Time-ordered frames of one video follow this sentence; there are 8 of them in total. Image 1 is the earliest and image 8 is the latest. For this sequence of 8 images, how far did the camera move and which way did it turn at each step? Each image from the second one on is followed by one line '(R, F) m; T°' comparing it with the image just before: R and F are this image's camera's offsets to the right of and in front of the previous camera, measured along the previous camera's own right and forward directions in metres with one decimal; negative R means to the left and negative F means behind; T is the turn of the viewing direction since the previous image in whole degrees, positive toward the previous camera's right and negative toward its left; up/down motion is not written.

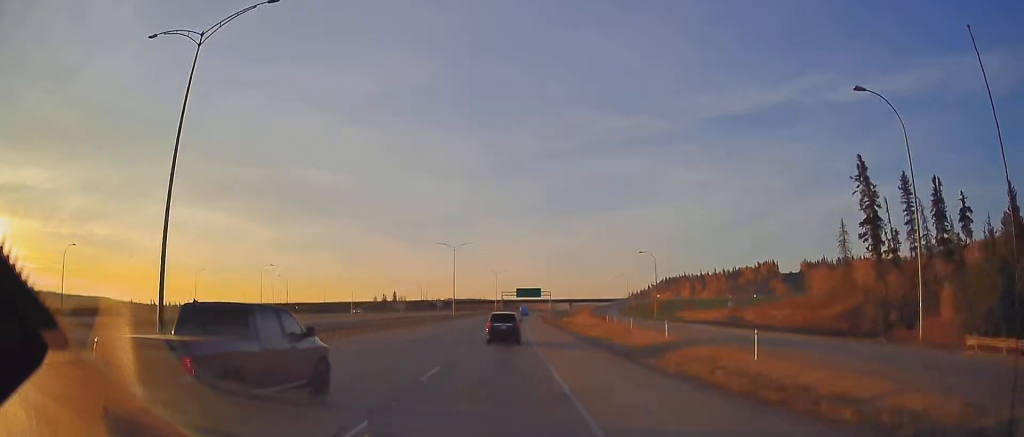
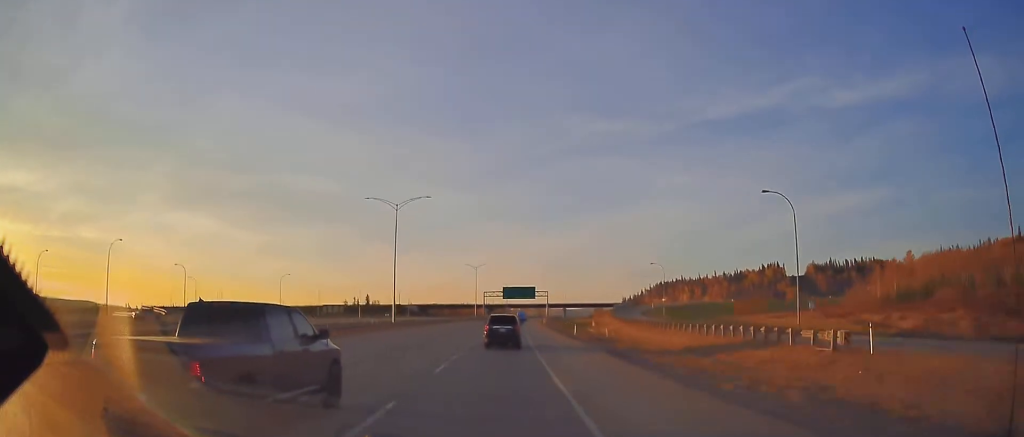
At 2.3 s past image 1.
(+0.3, +57.2) m; +1°
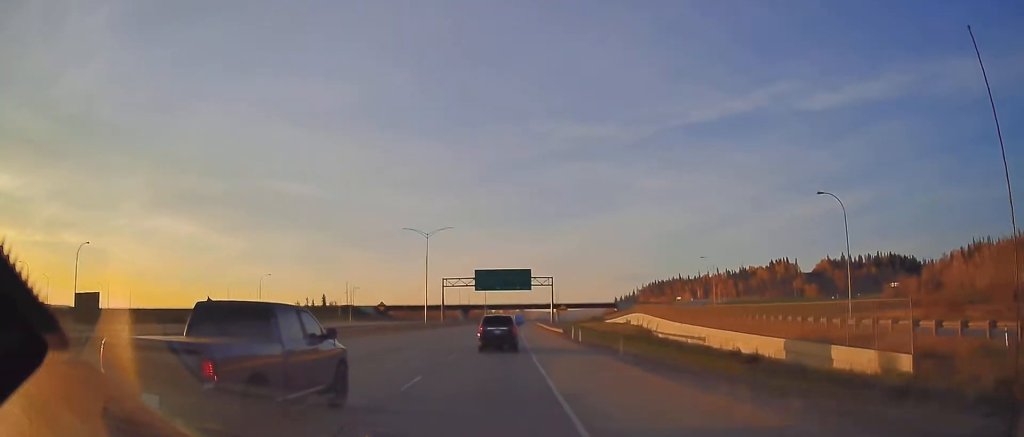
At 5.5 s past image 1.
(+1.6, +78.8) m; +2°
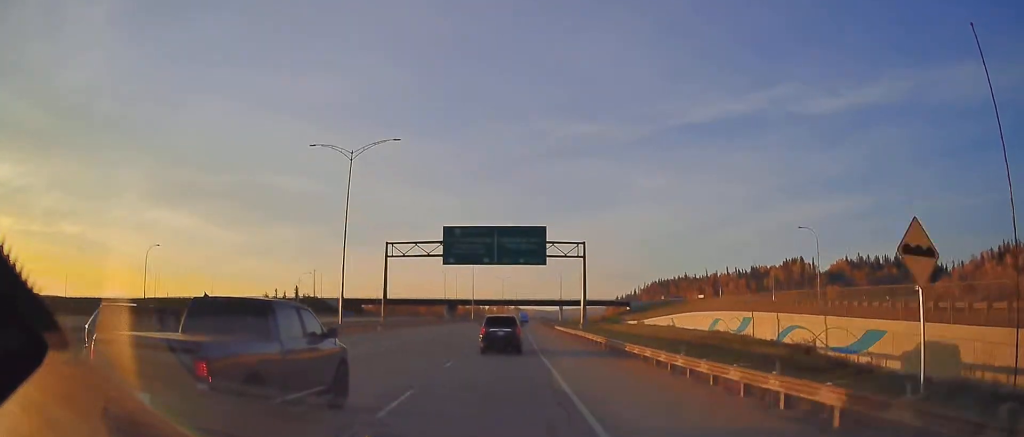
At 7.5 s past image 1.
(+0.5, +49.2) m; +1°
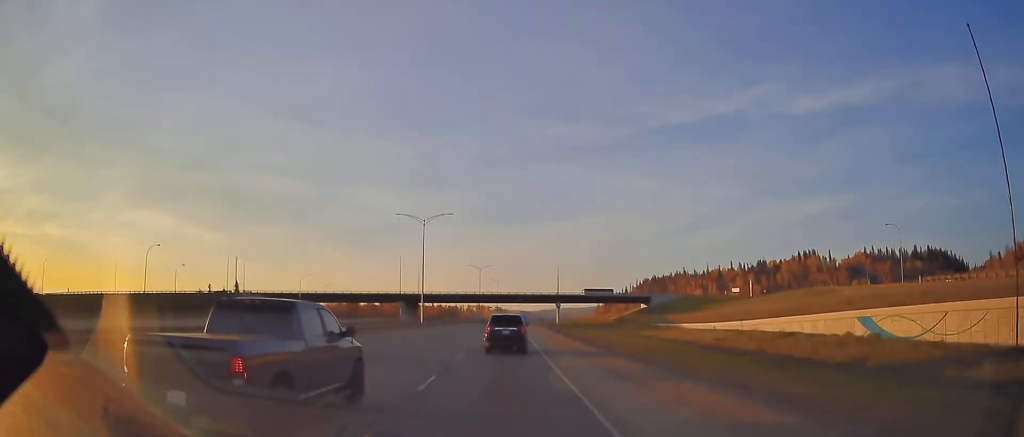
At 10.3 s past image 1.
(+0.6, +69.0) m; +2°
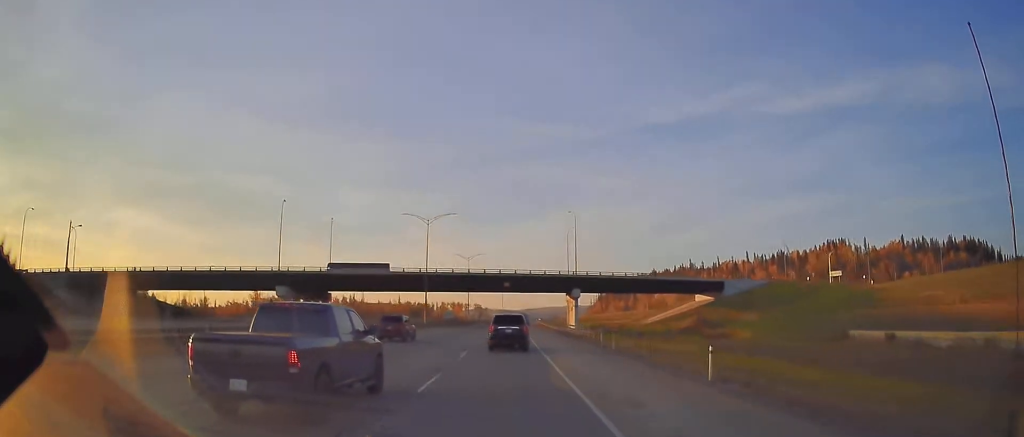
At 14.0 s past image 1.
(+2.2, +91.4) m; +2°
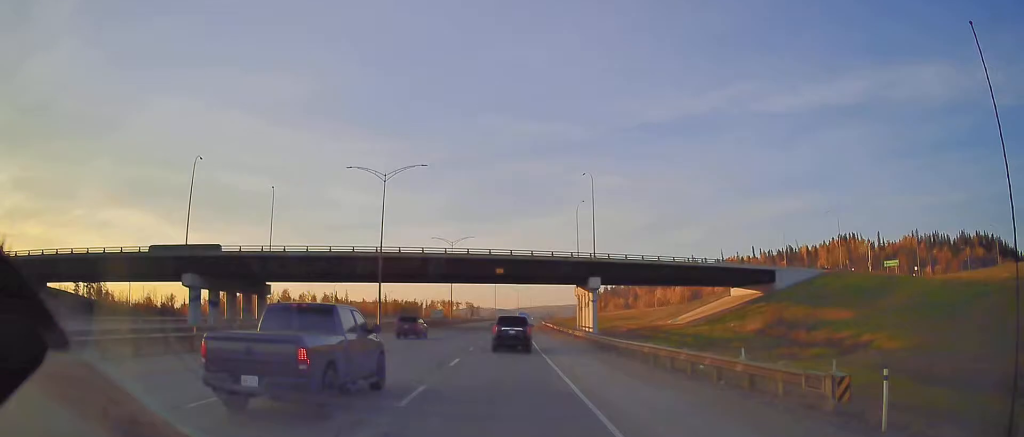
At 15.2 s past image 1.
(+0.1, +29.9) m; 0°
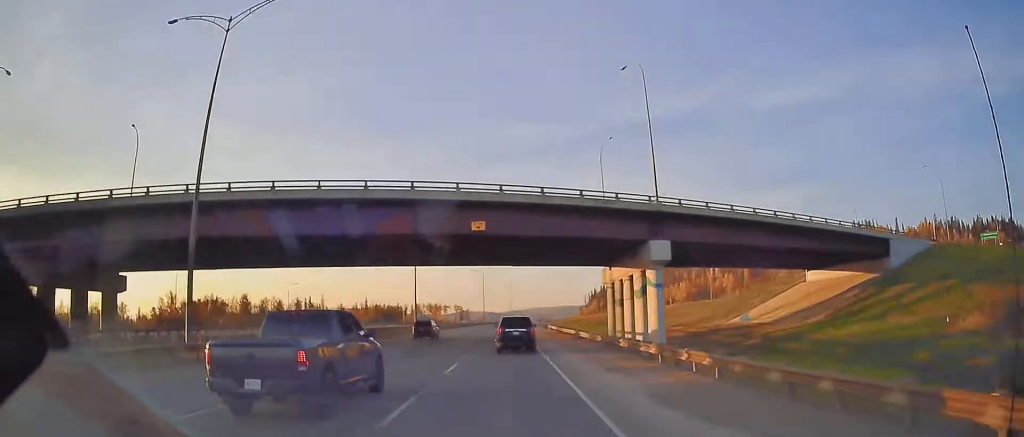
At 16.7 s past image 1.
(-0.1, +37.3) m; 0°
